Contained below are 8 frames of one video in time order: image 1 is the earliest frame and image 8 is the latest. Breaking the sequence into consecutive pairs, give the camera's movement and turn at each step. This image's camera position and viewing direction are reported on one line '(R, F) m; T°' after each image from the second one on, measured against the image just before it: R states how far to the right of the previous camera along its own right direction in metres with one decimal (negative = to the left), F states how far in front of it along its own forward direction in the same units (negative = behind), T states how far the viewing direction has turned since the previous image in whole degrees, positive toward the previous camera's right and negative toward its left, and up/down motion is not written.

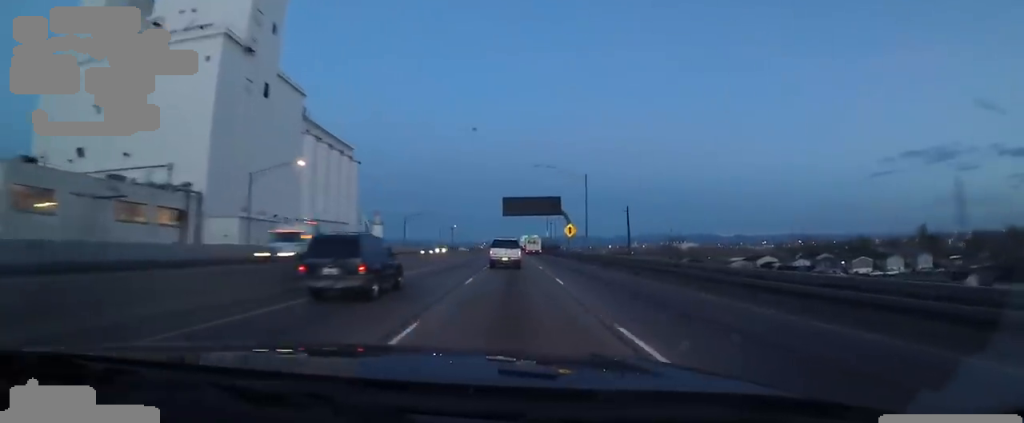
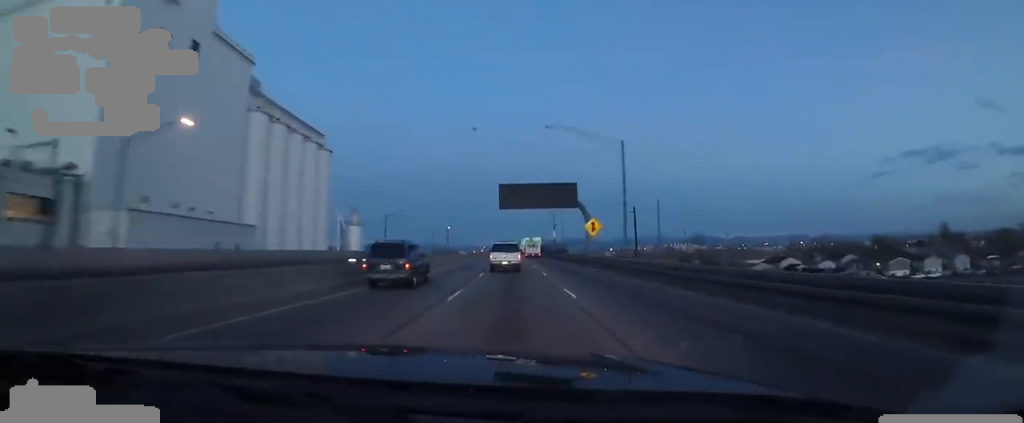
(0.0, +16.6) m; 0°
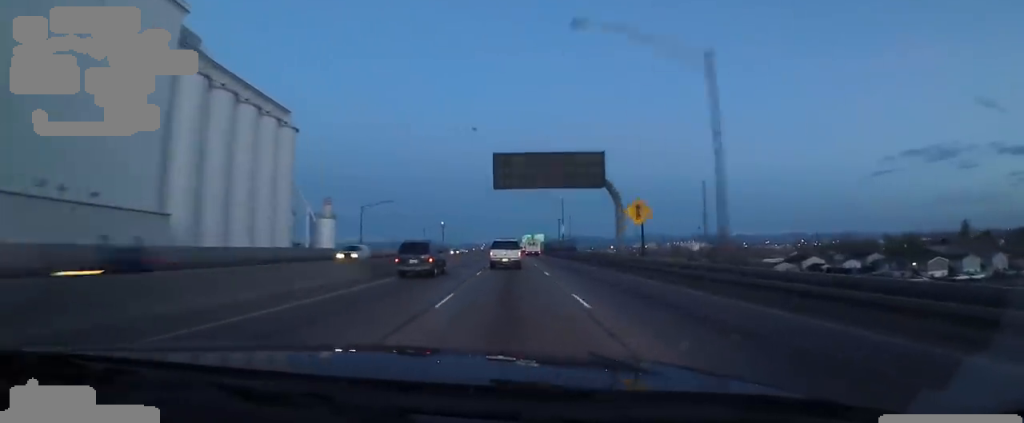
(0.0, +15.1) m; 0°
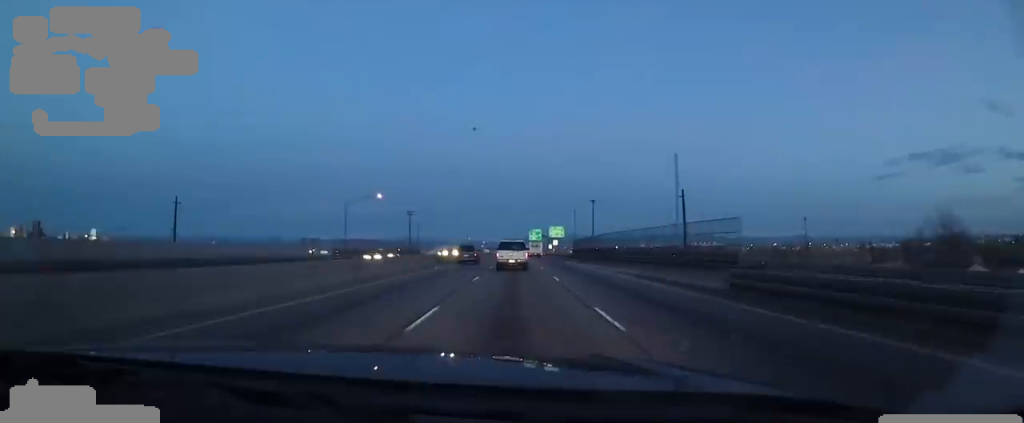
(0.0, +64.9) m; 0°
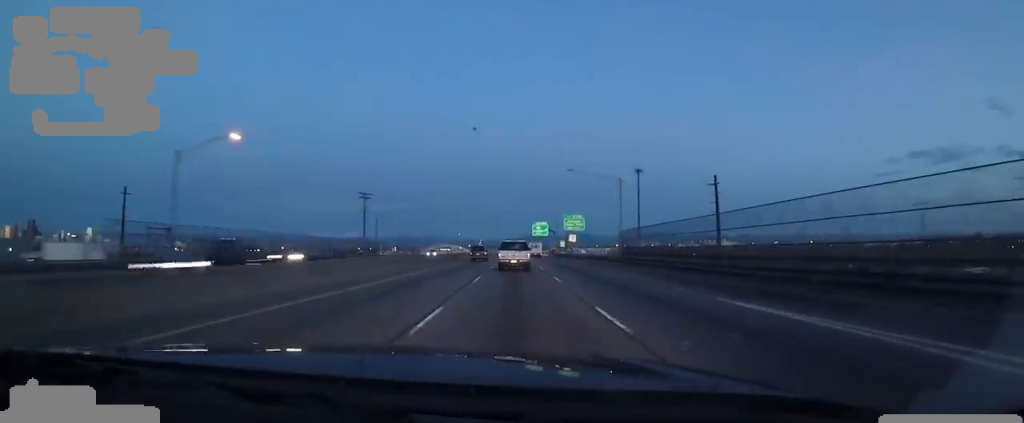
(0.0, +35.1) m; 0°
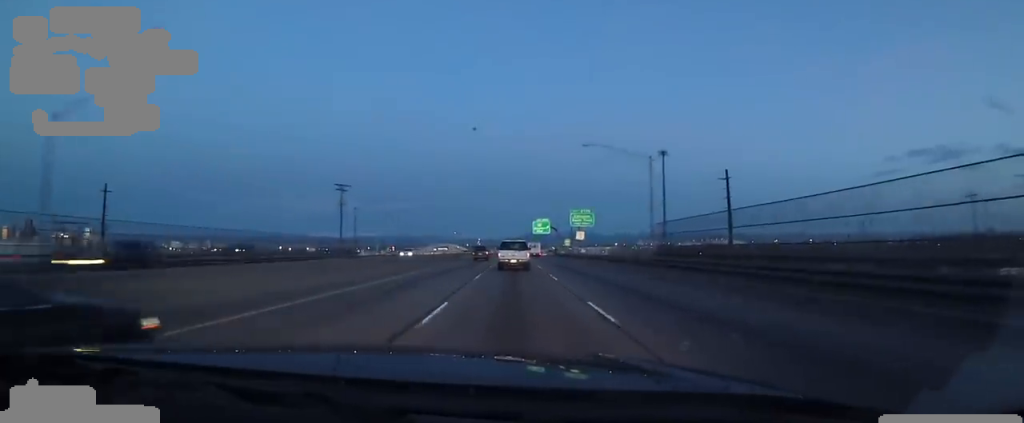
(0.0, +10.8) m; 0°
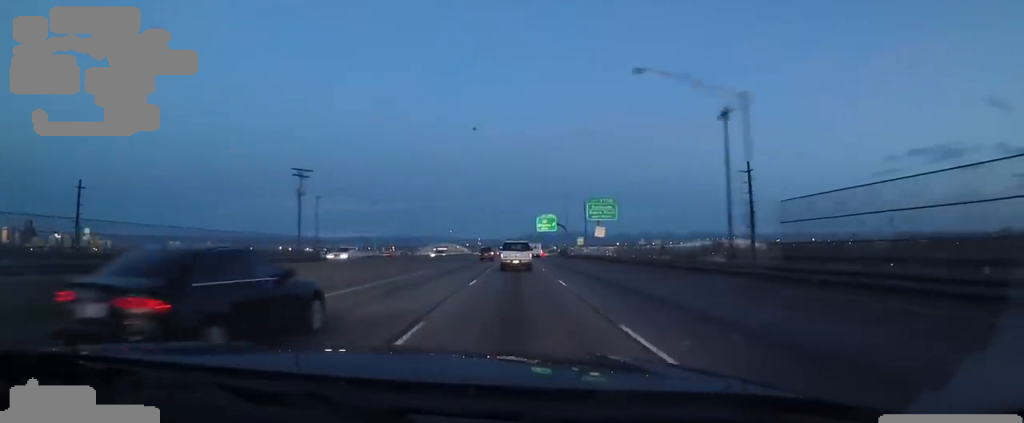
(0.0, +15.2) m; 0°
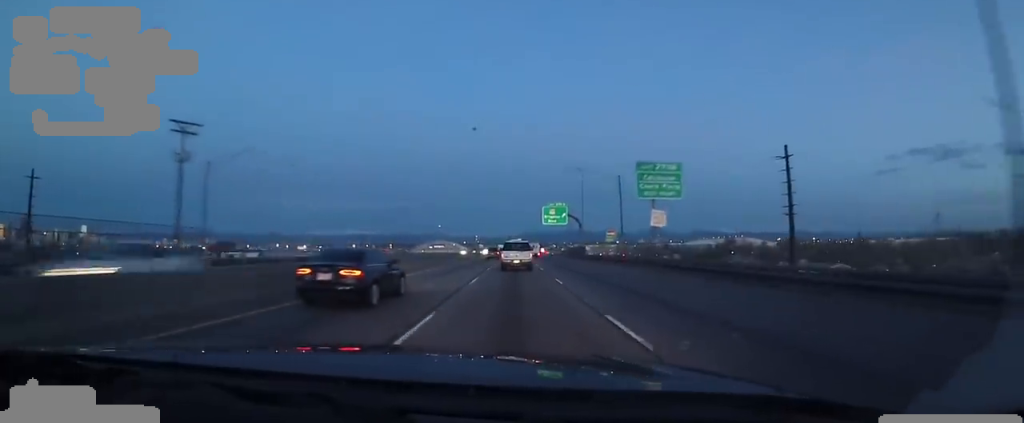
(0.0, +22.9) m; 0°
